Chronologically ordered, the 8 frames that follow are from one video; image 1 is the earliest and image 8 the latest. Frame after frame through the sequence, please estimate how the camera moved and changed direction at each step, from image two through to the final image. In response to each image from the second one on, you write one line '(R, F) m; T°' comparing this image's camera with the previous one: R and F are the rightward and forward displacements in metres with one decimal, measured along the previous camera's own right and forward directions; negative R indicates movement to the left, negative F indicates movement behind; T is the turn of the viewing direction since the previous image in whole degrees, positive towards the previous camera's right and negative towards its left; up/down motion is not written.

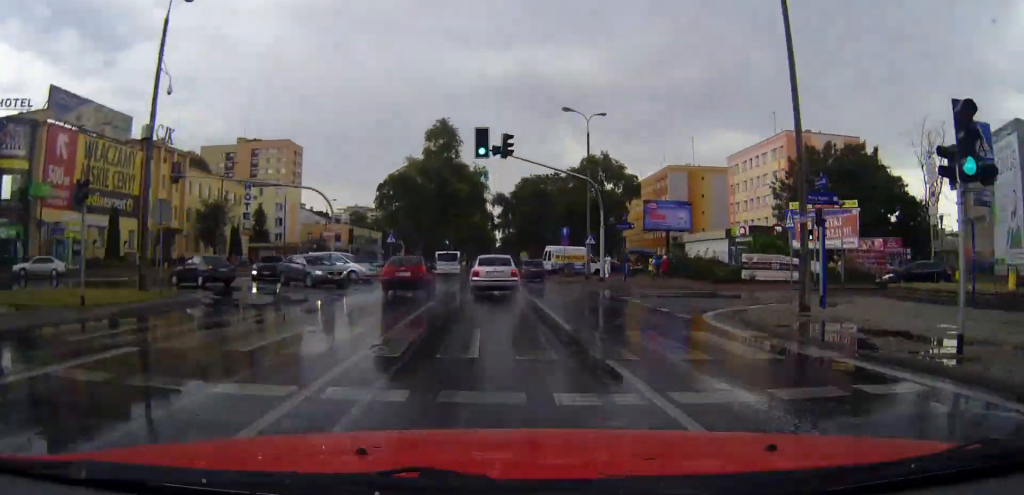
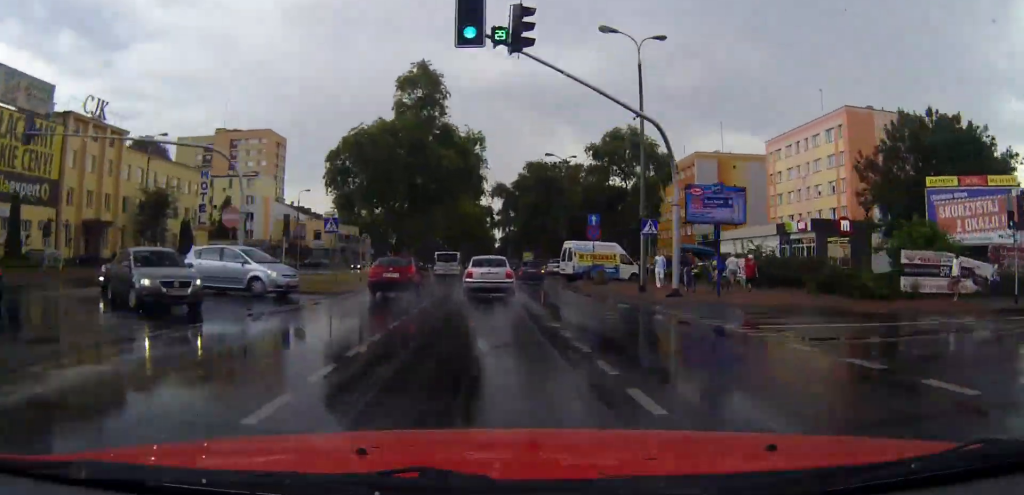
(0.0, +17.4) m; 0°
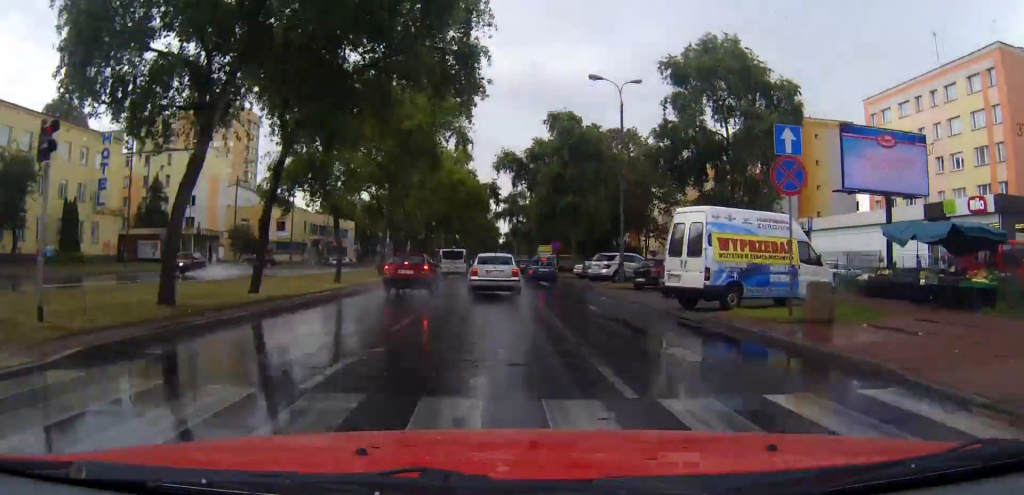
(0.0, +27.9) m; 0°
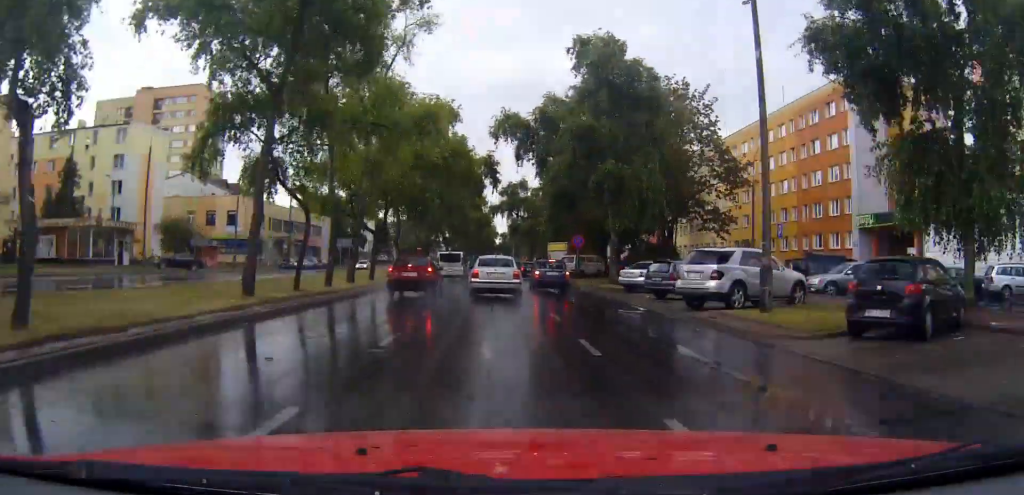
(+0.1, +20.7) m; 0°
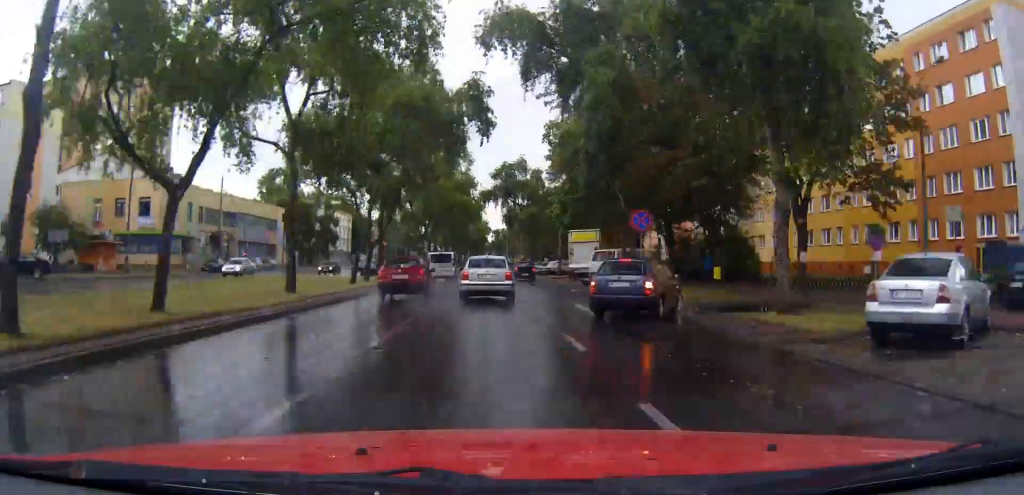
(+0.1, +23.1) m; 0°
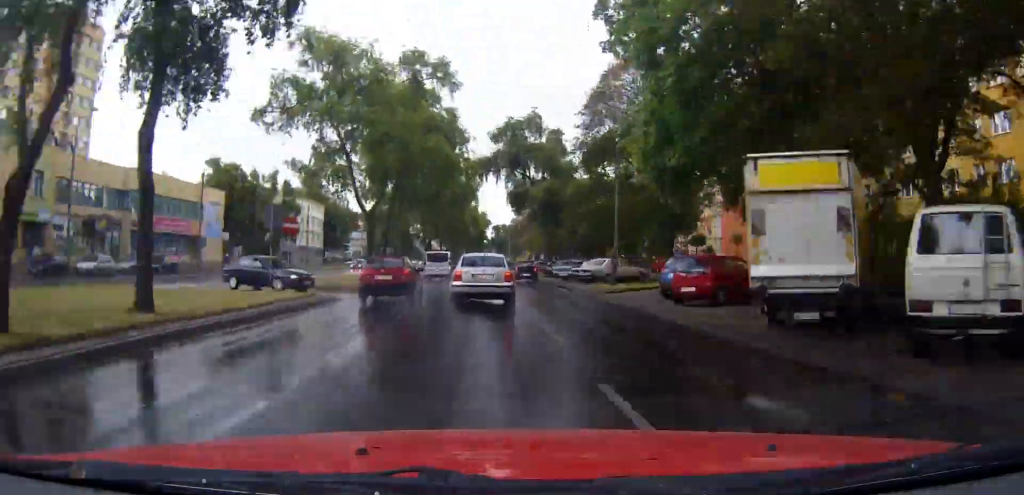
(0.0, +27.9) m; 0°
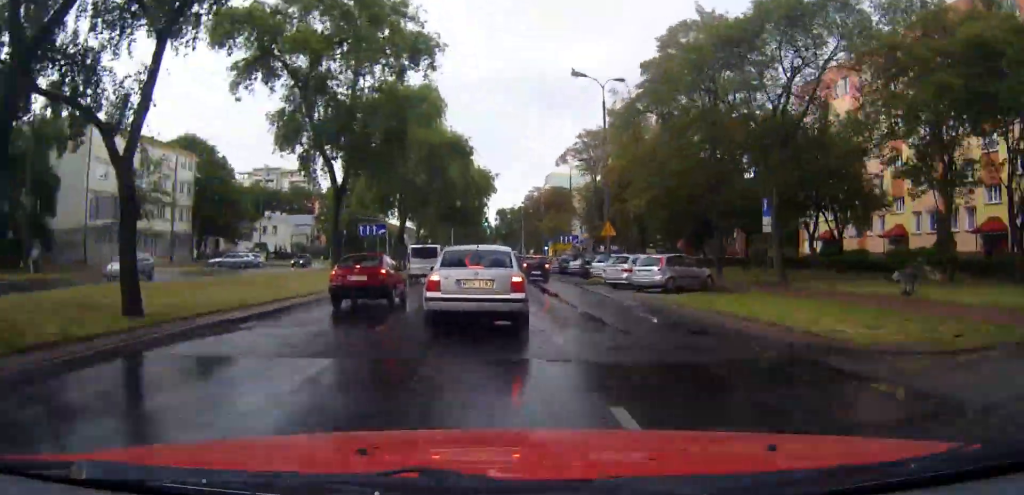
(+0.2, +69.3) m; +1°
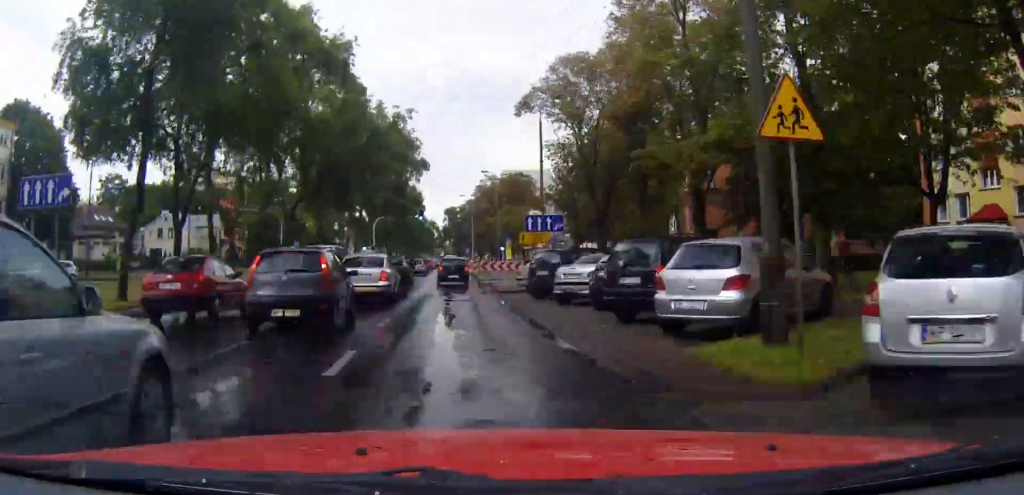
(+0.6, +33.0) m; 0°
